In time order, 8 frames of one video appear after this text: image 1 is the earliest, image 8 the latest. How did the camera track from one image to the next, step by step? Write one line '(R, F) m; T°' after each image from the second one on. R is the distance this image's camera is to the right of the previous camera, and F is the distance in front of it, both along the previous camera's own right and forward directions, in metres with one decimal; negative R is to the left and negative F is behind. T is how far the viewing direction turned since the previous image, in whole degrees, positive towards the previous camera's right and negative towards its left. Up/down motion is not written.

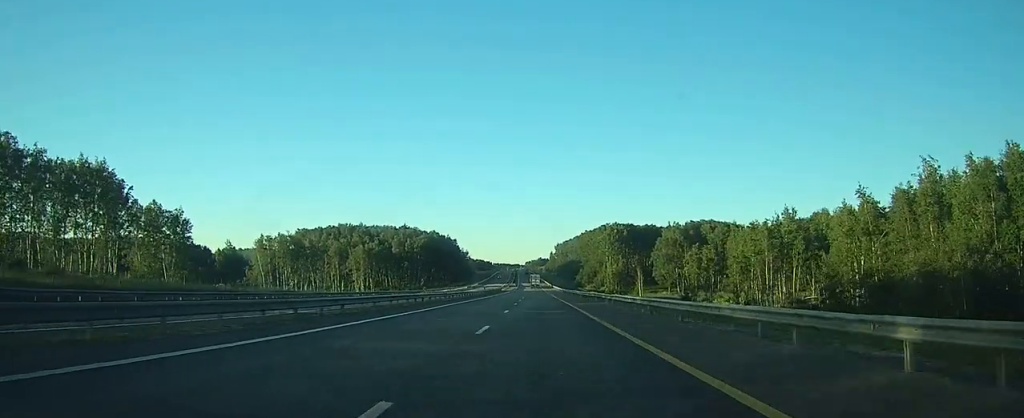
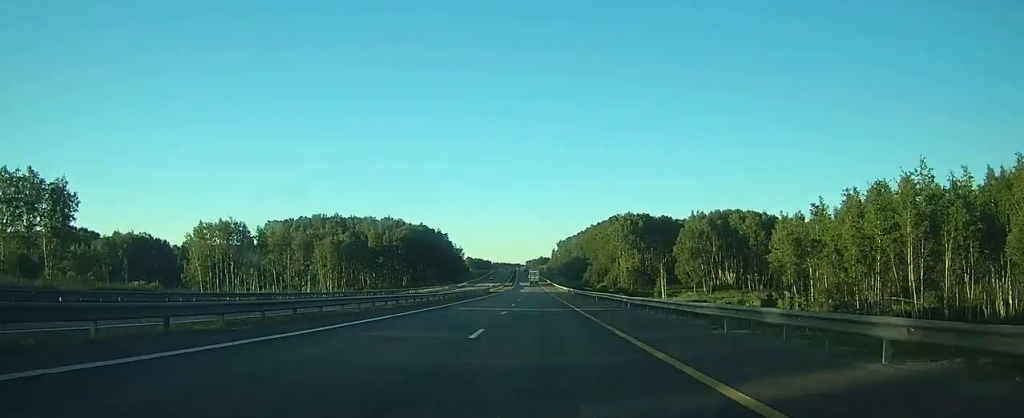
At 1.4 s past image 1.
(-0.1, +37.5) m; -1°
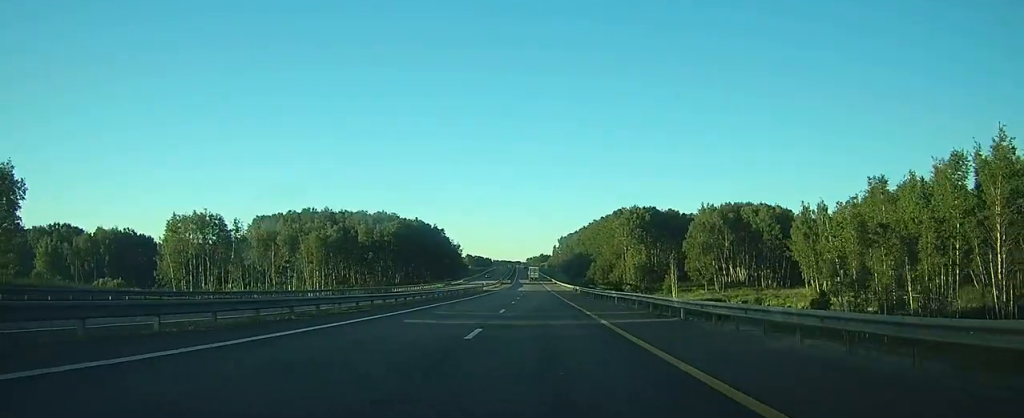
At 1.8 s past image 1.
(-0.1, +12.8) m; 0°
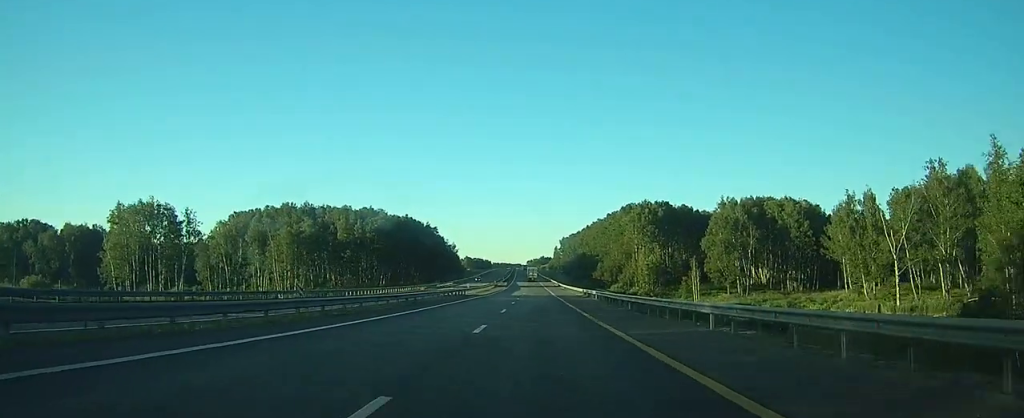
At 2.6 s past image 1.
(+0.1, +22.0) m; 0°
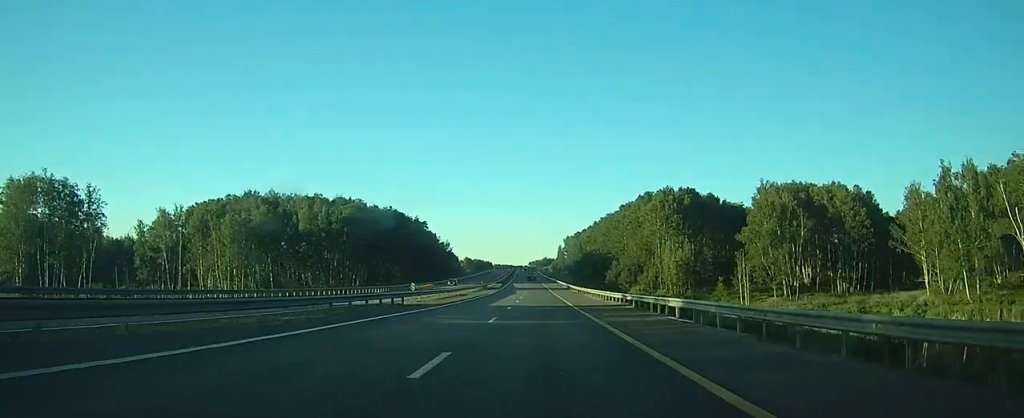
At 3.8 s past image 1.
(0.0, +32.1) m; 0°
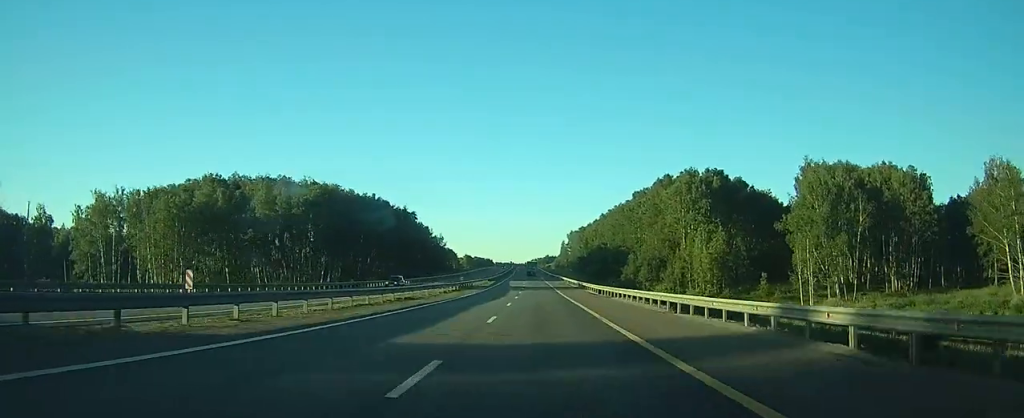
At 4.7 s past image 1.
(+0.1, +25.6) m; 0°
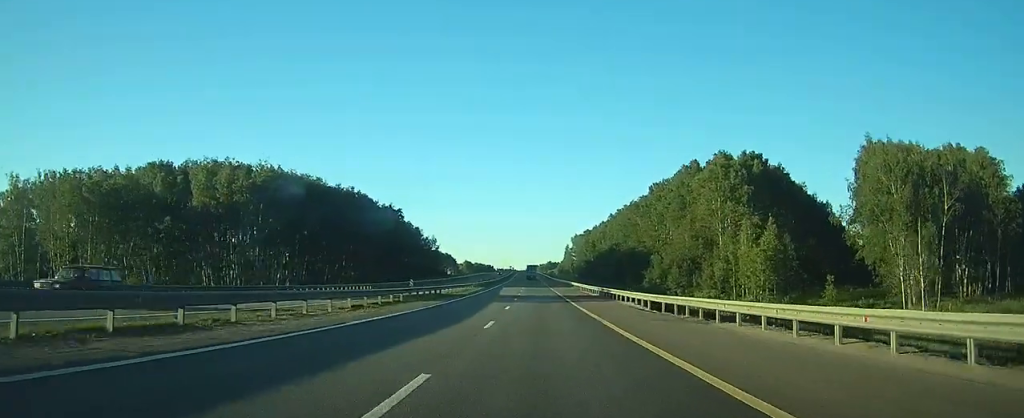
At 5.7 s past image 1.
(-0.1, +25.6) m; 0°
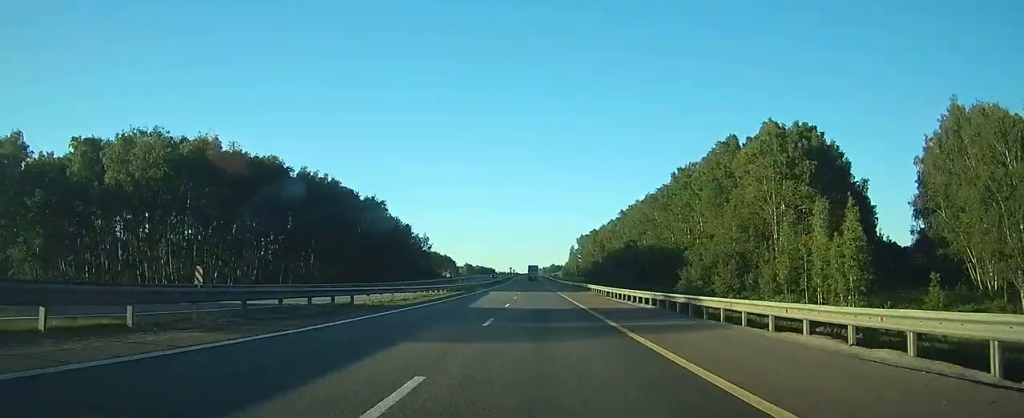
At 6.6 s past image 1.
(0.0, +24.5) m; 0°
